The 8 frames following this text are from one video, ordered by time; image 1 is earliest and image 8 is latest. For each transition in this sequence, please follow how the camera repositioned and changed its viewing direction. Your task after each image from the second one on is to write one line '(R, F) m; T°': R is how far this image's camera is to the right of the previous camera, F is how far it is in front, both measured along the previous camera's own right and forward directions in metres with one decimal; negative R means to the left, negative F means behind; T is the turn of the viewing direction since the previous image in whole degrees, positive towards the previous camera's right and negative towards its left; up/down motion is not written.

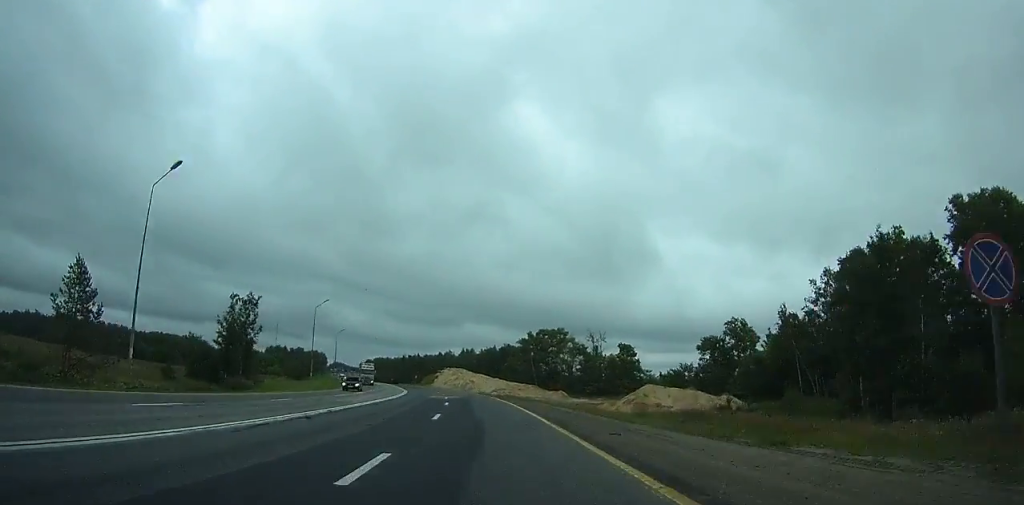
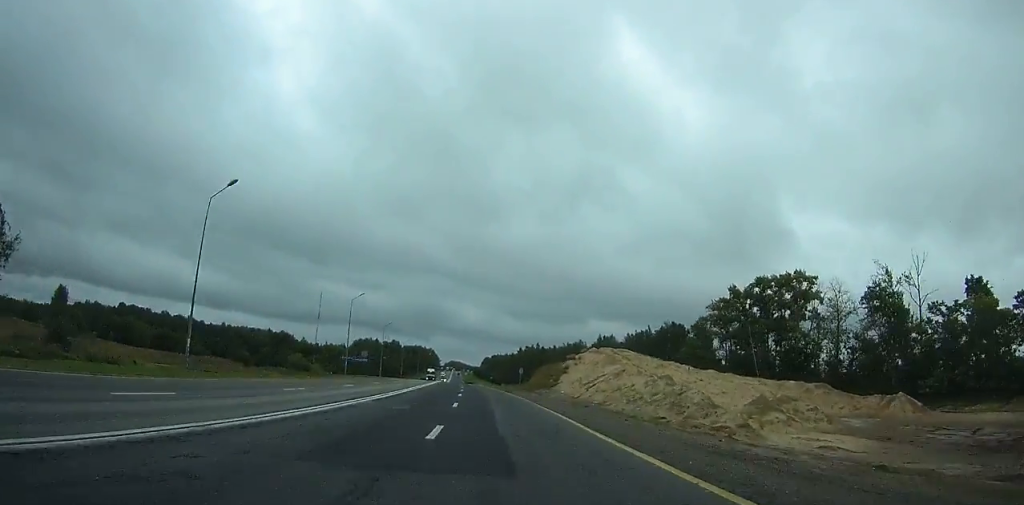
(-6.6, +91.5) m; -9°
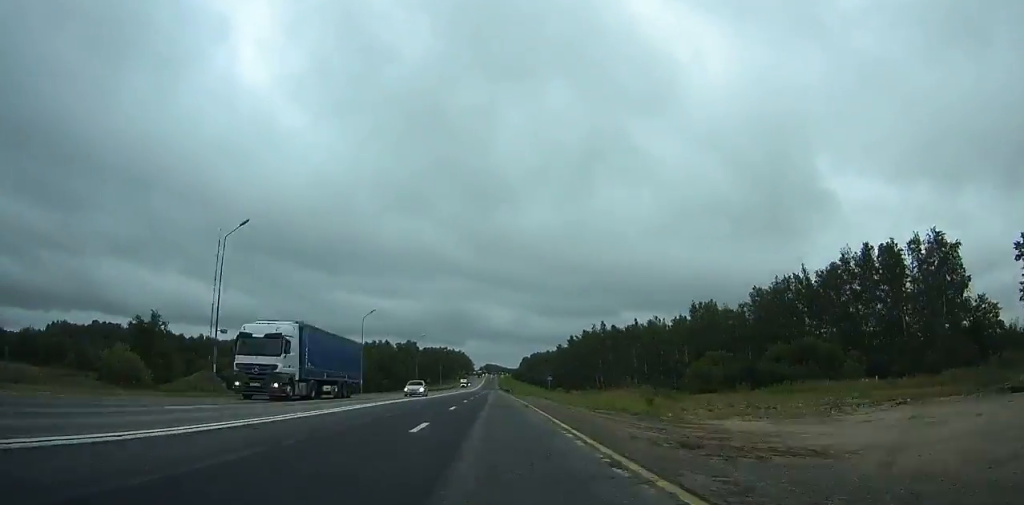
(-4.2, +81.4) m; -5°
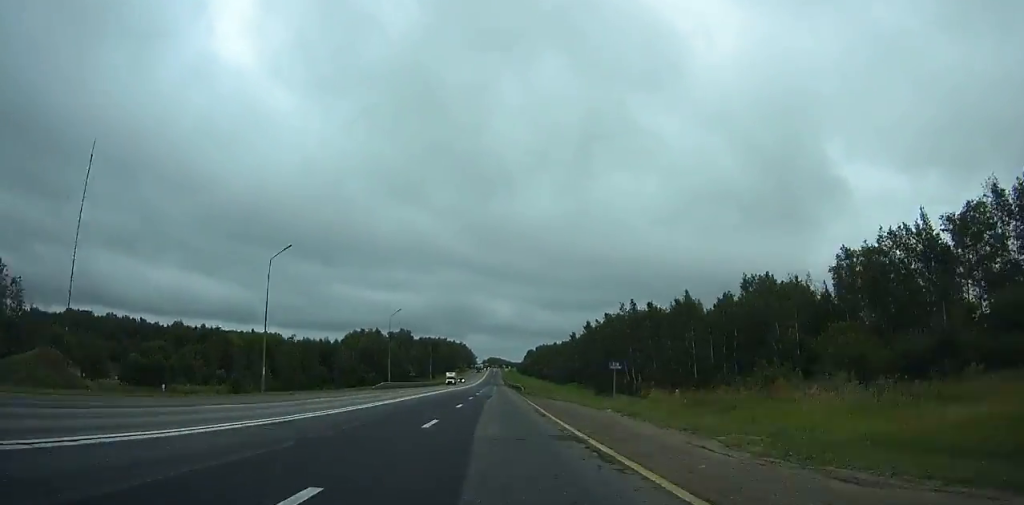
(-0.8, +35.2) m; -1°
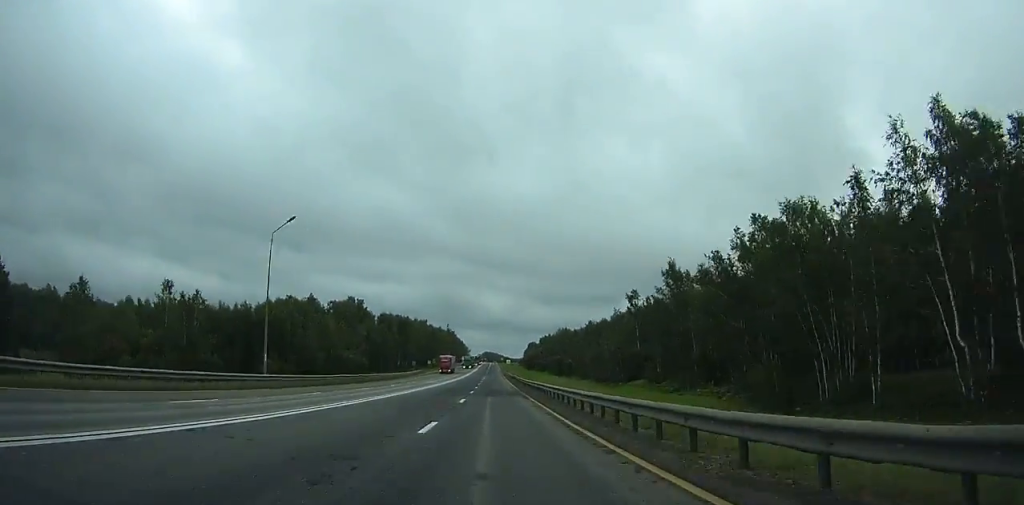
(-0.7, +97.6) m; 0°
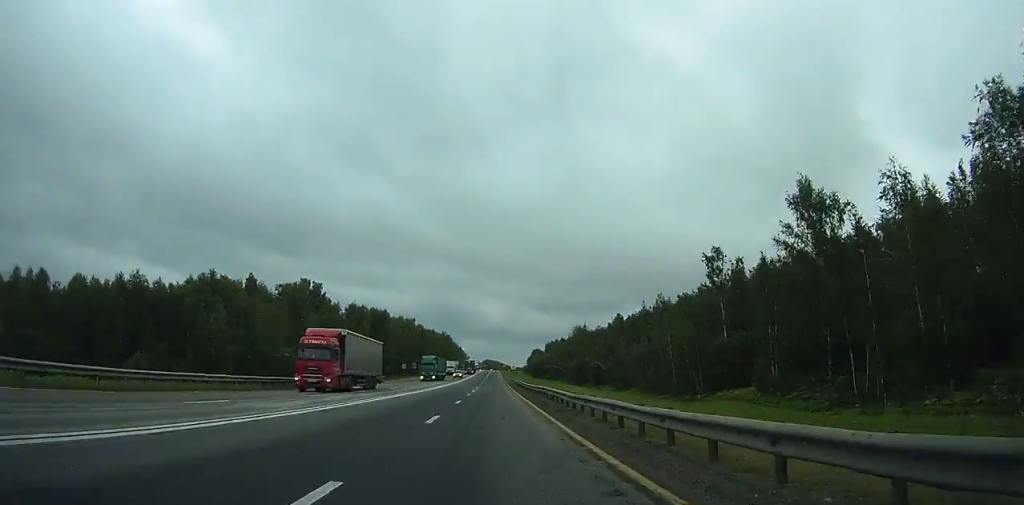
(+0.2, +47.3) m; 0°
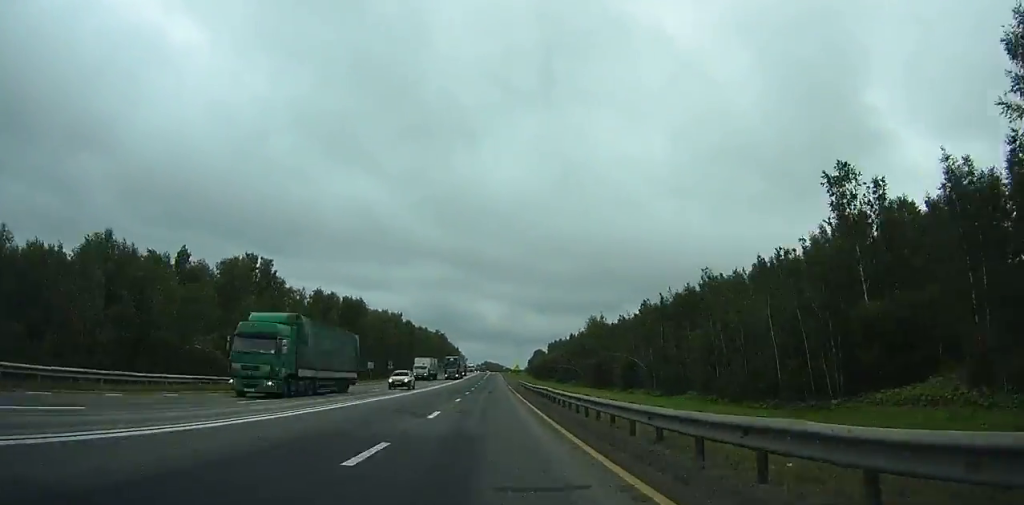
(-0.1, +31.9) m; 0°
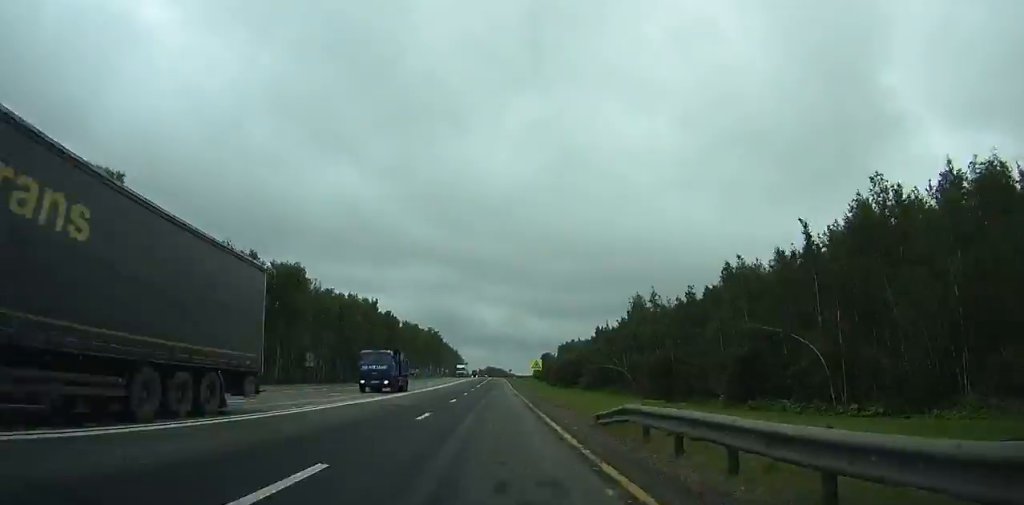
(-0.1, +48.7) m; 0°
